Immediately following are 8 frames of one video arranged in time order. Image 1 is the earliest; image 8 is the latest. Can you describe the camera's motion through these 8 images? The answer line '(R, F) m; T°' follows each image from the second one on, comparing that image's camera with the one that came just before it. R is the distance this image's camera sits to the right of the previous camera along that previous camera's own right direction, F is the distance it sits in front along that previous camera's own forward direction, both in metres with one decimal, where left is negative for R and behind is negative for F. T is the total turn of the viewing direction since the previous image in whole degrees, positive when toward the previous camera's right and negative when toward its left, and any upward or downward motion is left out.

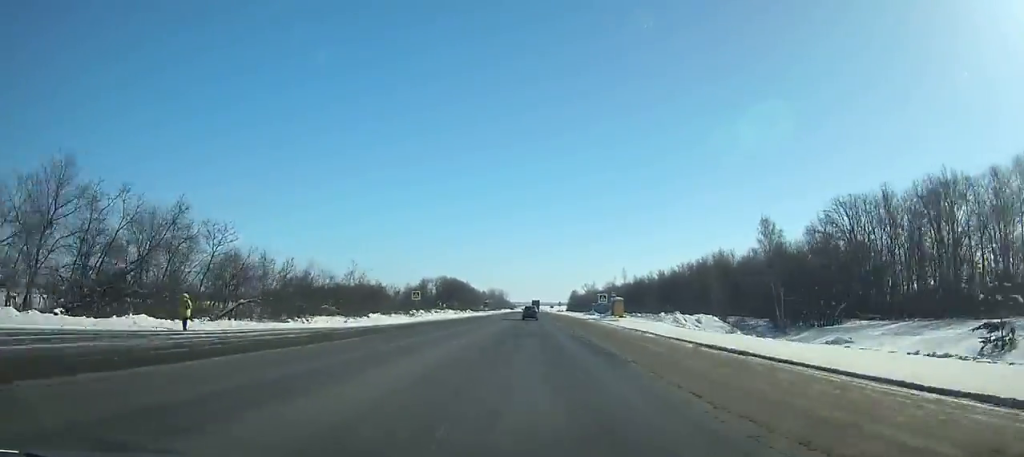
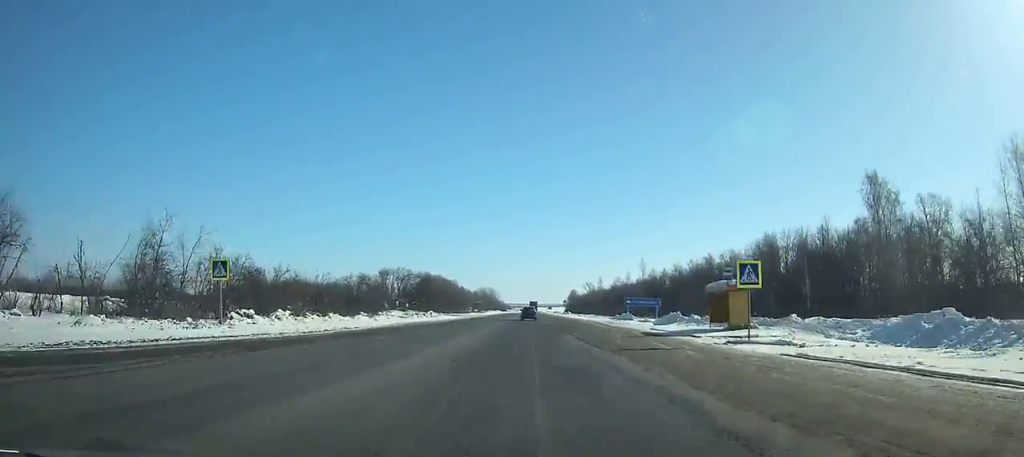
(+0.2, +51.0) m; 0°
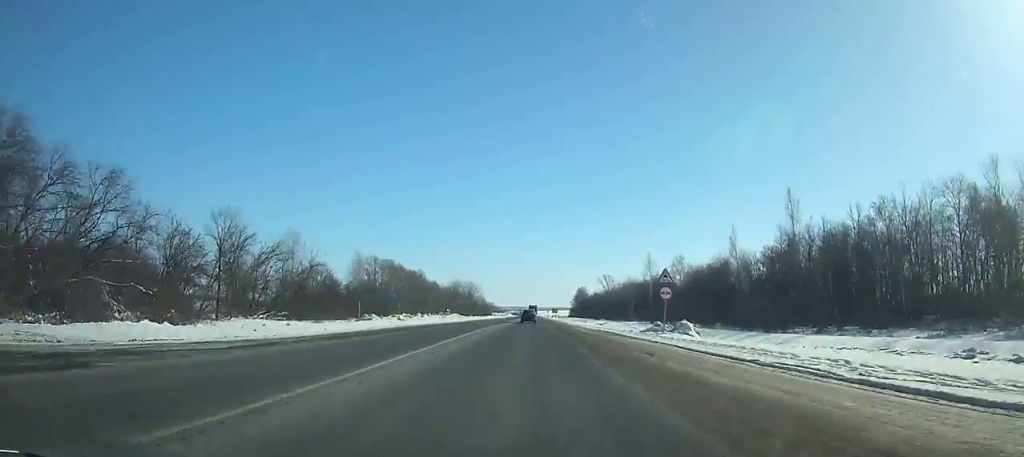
(+0.5, +120.3) m; 0°
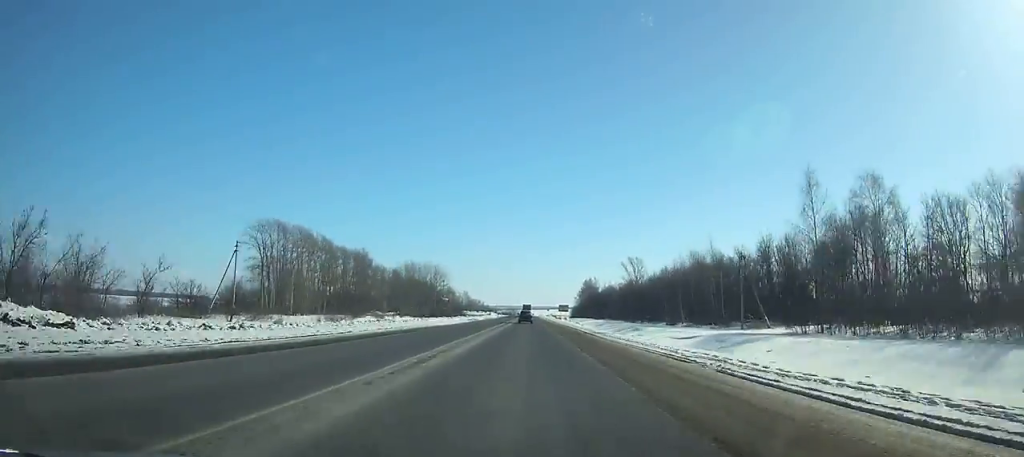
(+0.4, +95.6) m; 0°
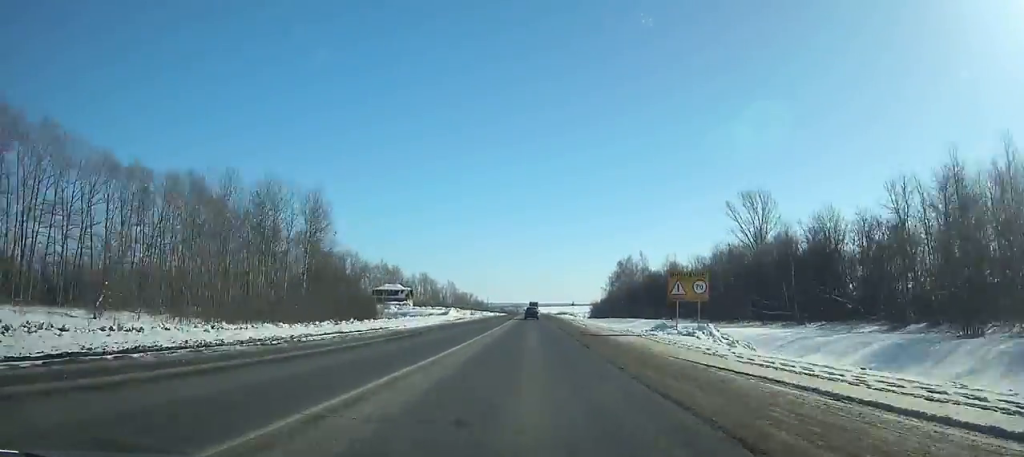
(+0.1, +111.1) m; 0°
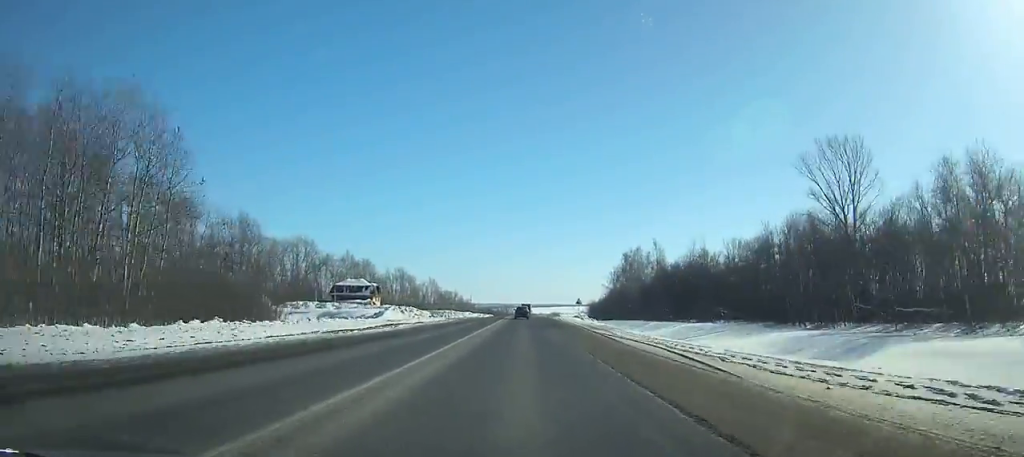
(+0.1, +34.0) m; 0°
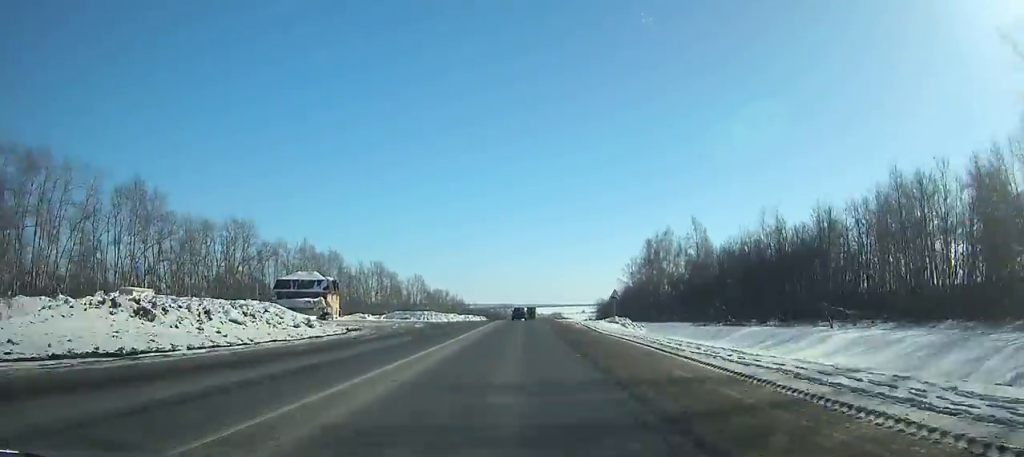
(0.0, +36.6) m; 0°
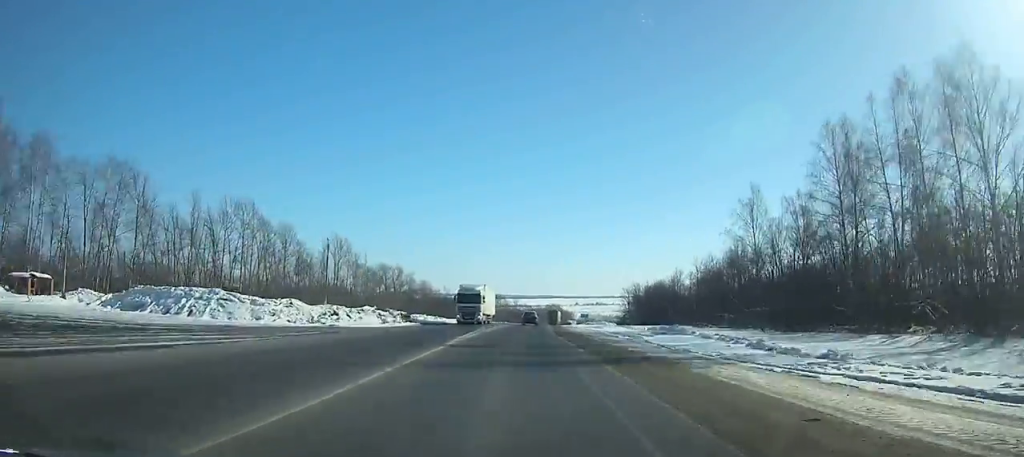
(+0.5, +103.6) m; +1°
